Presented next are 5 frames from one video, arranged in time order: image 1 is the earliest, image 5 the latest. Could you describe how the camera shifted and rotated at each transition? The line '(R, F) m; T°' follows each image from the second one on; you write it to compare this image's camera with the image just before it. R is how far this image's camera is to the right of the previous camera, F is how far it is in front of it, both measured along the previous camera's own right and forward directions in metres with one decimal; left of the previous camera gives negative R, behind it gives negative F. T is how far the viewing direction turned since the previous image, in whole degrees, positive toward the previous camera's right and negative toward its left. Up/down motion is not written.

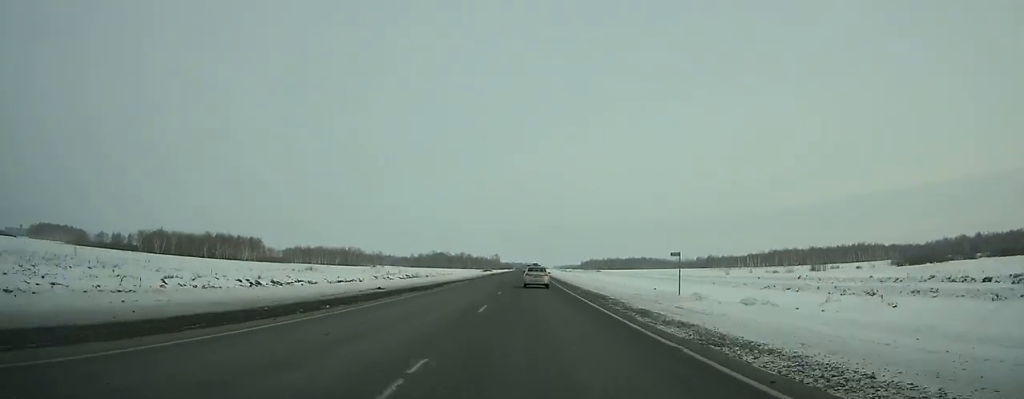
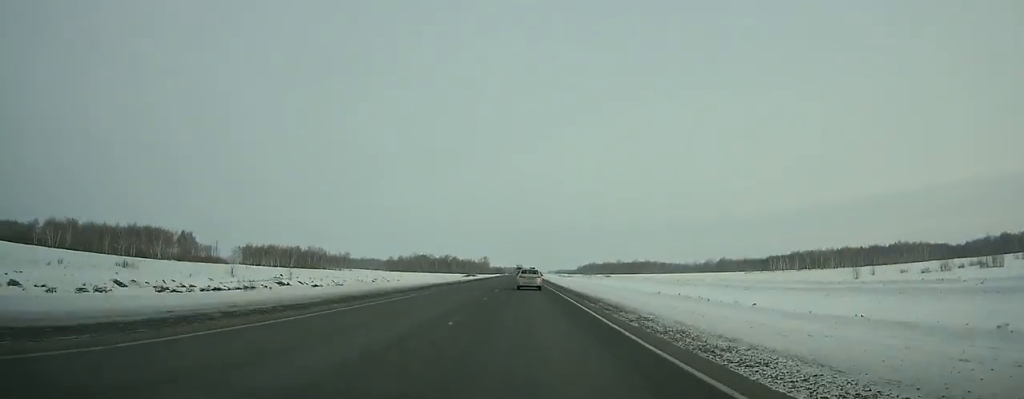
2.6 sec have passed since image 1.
(+0.7, +77.3) m; +1°
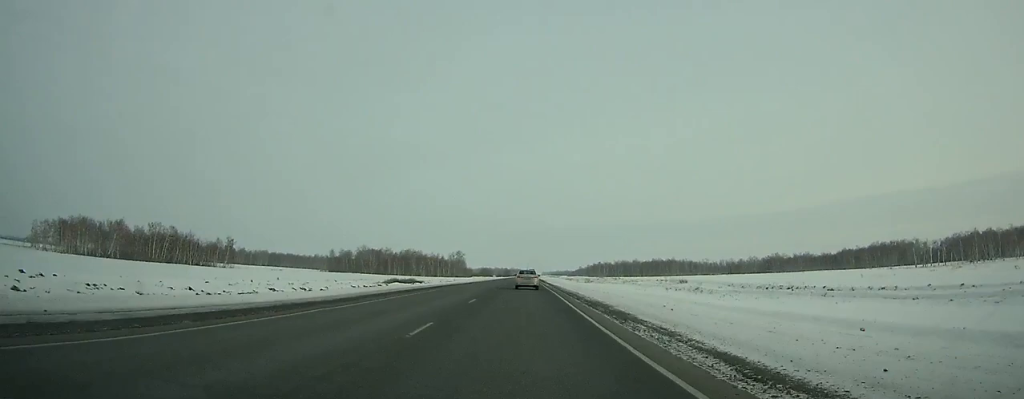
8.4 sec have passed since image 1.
(+0.8, +171.3) m; +1°
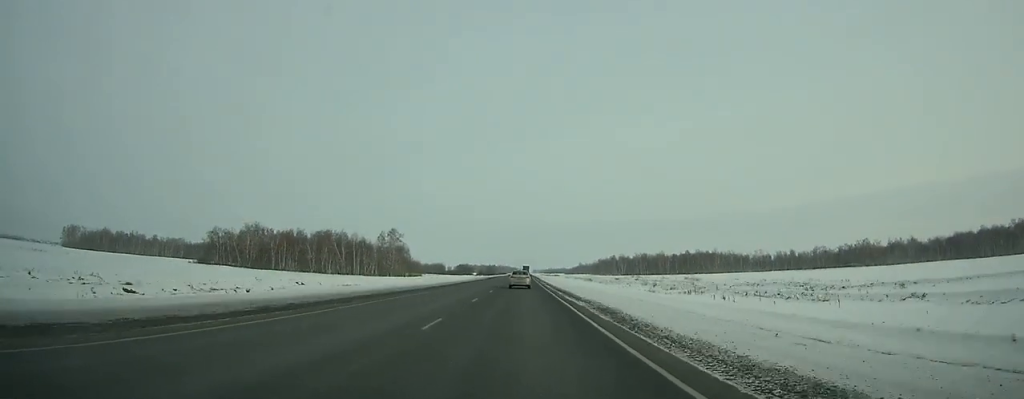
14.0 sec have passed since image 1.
(+1.0, +166.5) m; +1°
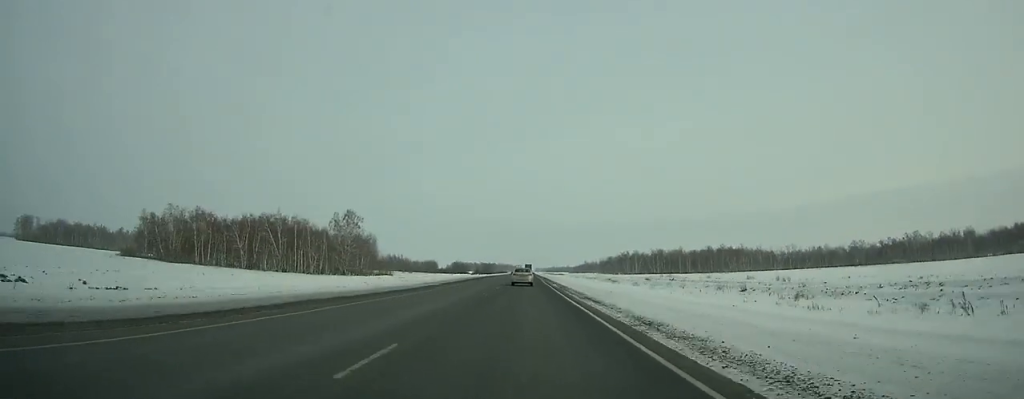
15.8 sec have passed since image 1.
(+0.1, +53.9) m; 0°
